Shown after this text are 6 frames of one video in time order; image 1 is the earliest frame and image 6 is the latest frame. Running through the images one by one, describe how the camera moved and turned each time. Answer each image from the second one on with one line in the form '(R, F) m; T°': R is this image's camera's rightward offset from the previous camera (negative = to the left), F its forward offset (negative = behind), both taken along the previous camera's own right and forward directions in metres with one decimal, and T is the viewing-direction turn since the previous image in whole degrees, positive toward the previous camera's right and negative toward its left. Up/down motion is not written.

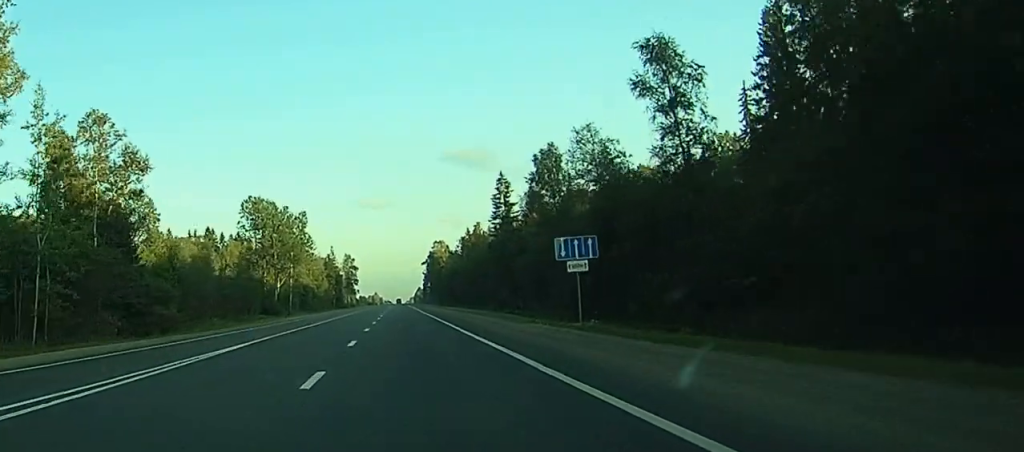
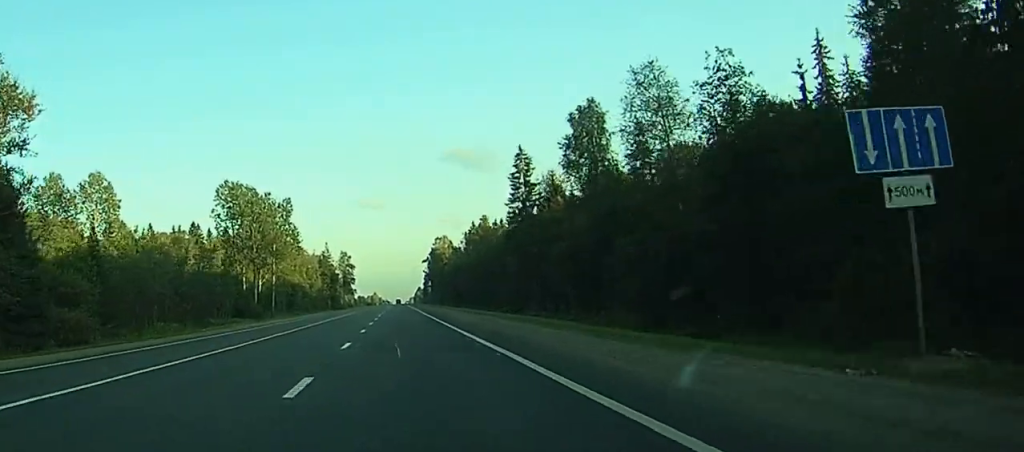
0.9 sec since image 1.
(0.0, +24.9) m; 0°
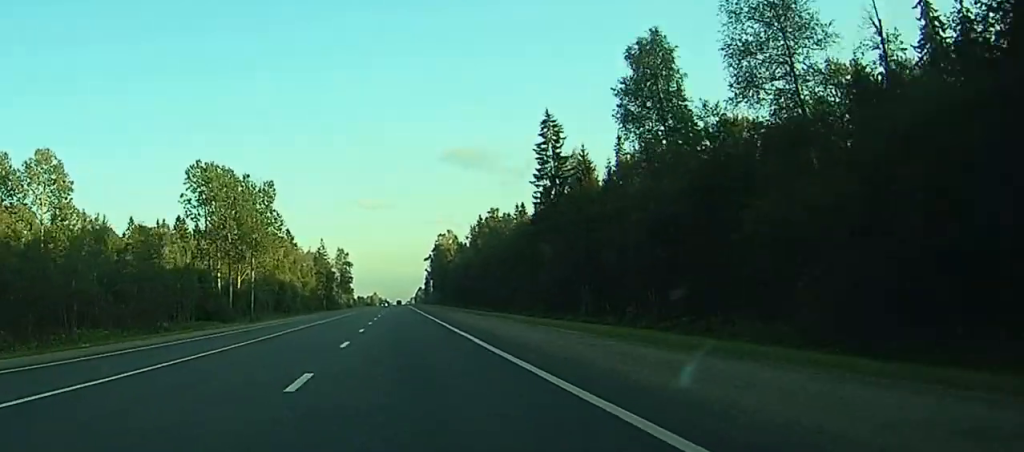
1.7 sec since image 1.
(+0.1, +23.2) m; 0°
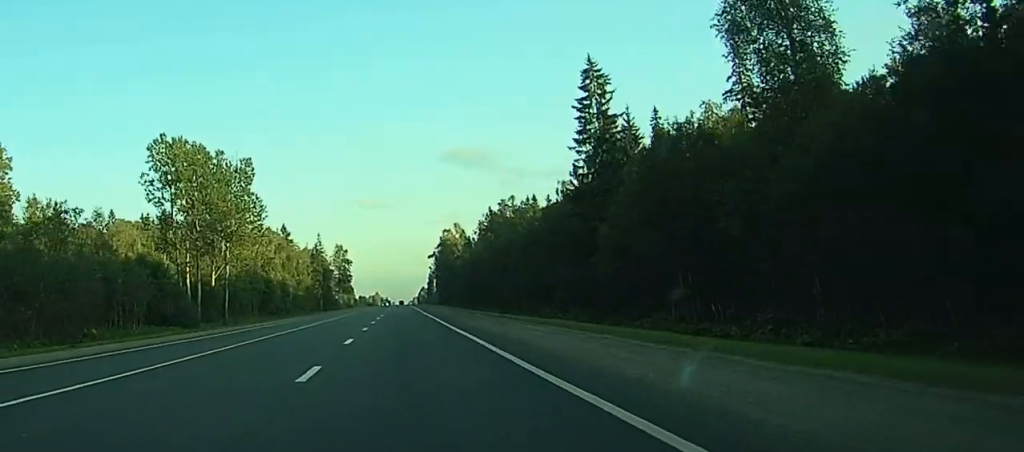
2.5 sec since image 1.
(-0.1, +22.3) m; 0°
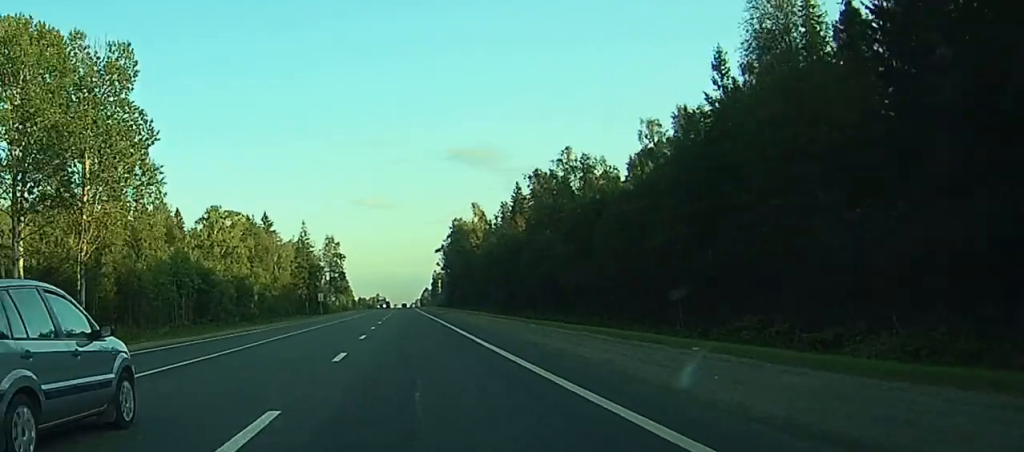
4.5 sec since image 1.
(0.0, +52.9) m; 0°
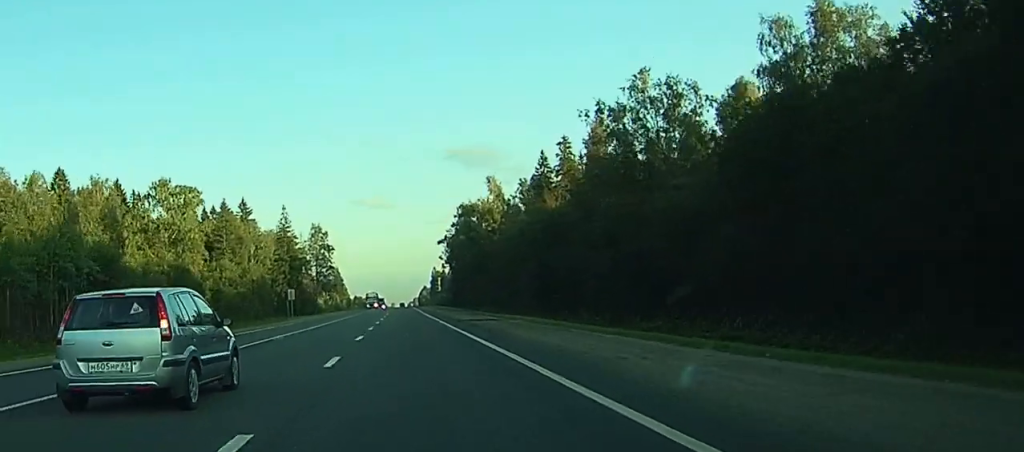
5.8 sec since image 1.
(+0.1, +34.4) m; 0°
